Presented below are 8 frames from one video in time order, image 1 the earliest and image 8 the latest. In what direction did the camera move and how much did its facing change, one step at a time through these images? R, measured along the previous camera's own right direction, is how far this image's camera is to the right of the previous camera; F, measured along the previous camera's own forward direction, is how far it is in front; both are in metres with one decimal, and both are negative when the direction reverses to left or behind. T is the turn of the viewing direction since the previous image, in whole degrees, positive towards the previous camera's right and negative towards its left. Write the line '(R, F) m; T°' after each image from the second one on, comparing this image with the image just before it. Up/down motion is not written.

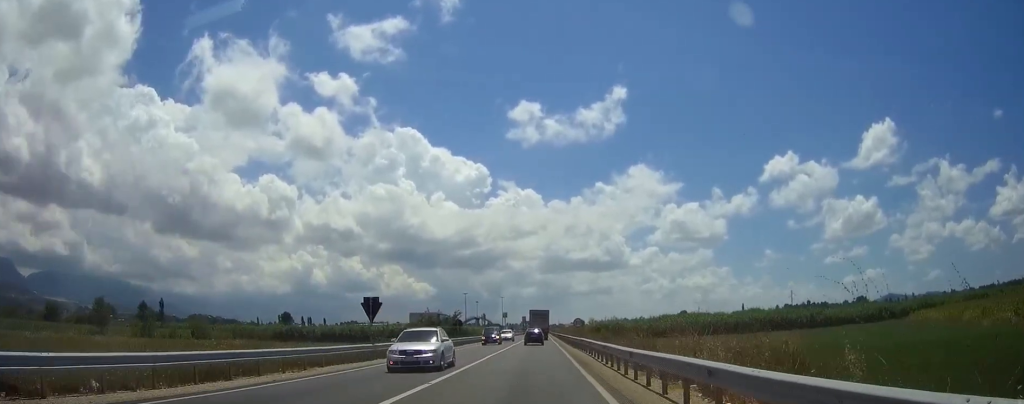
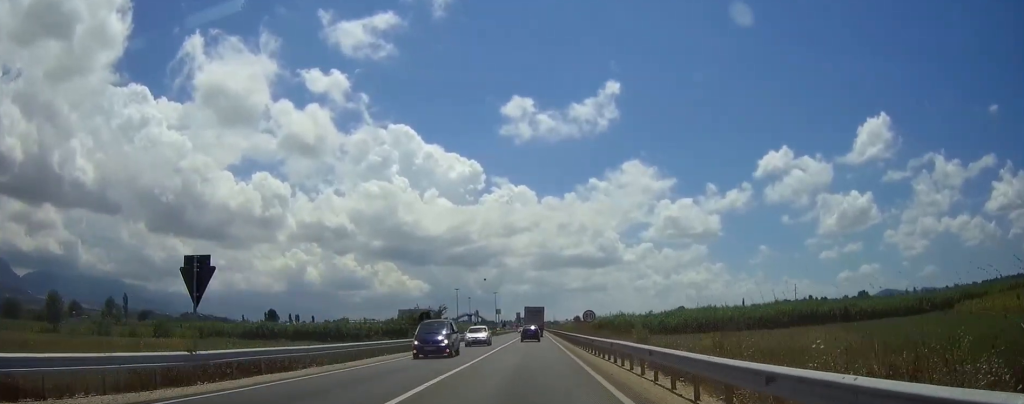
(+0.1, +18.0) m; 0°
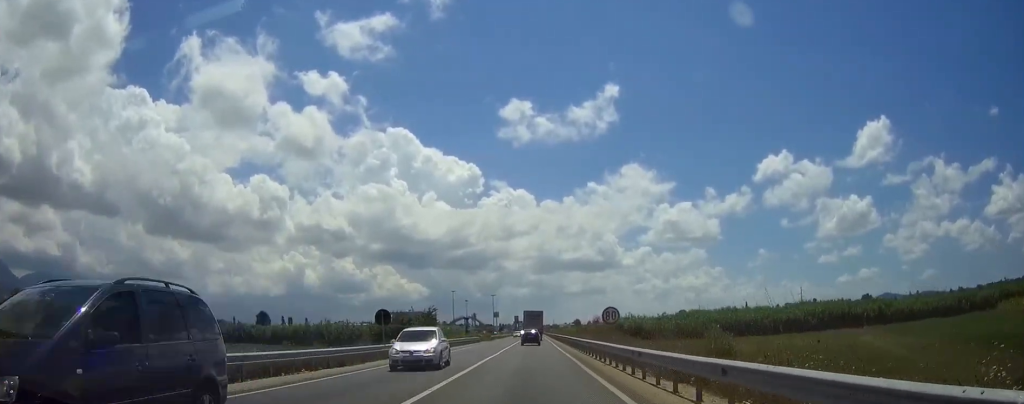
(0.0, +13.6) m; 0°
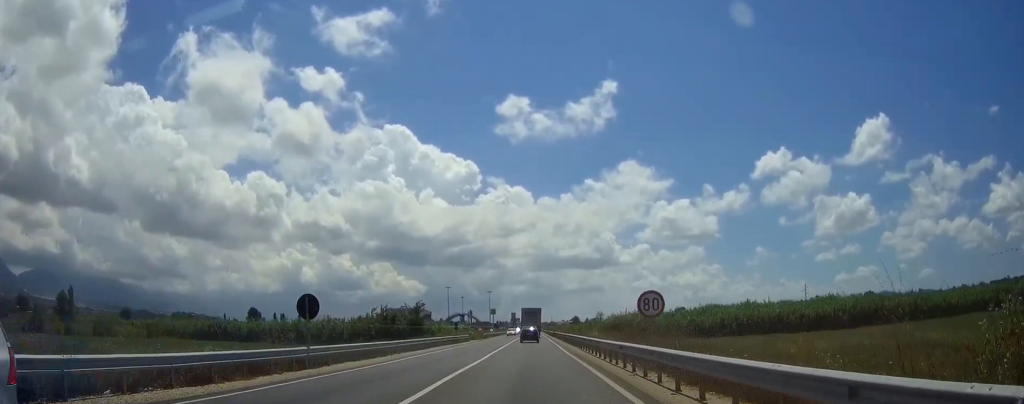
(0.0, +12.0) m; 0°
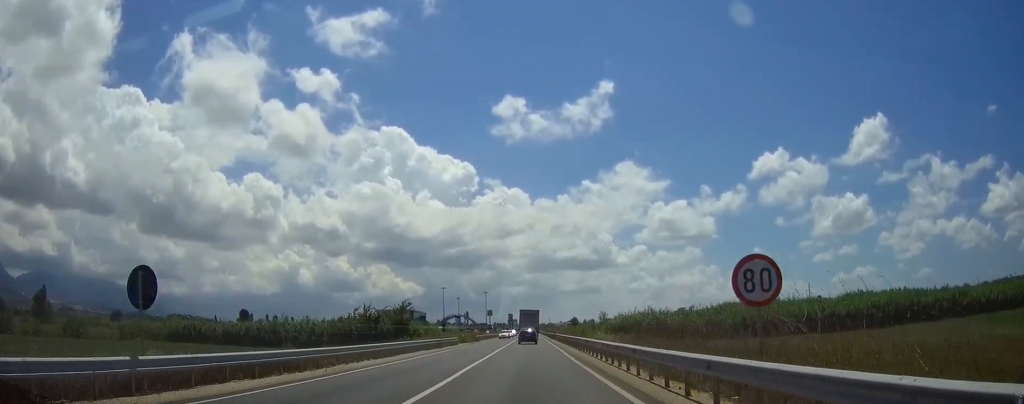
(0.0, +10.9) m; 0°
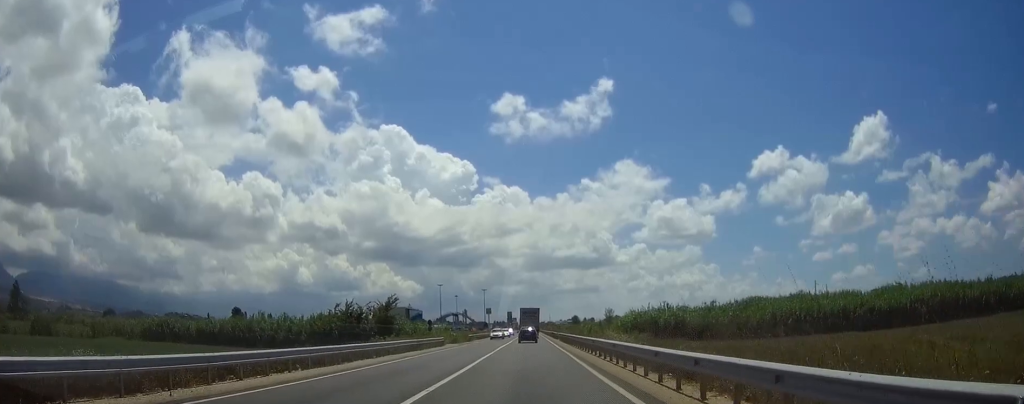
(+0.1, +11.0) m; 0°
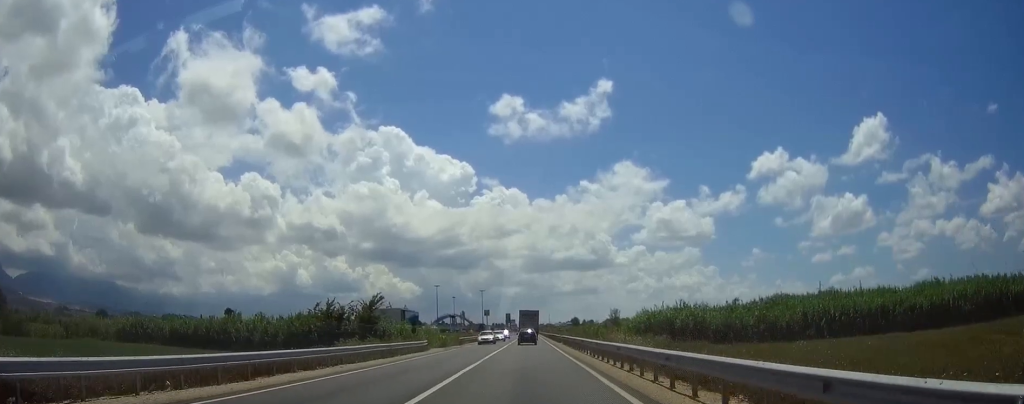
(0.0, +9.3) m; 0°
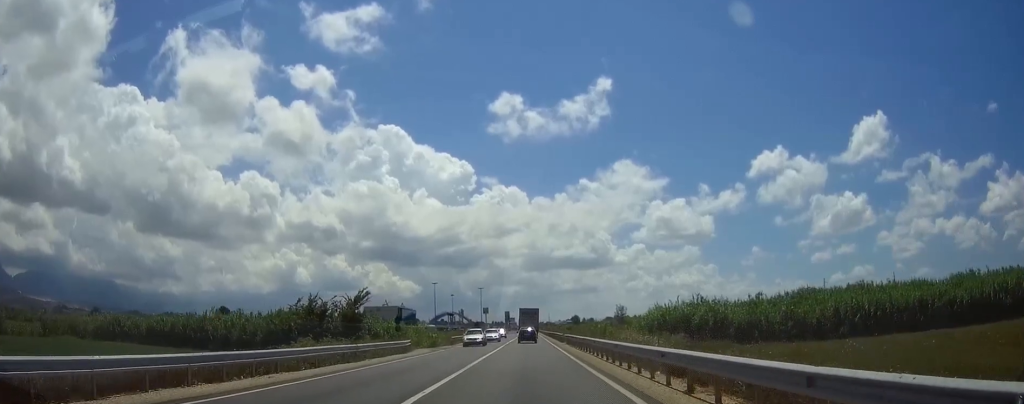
(0.0, +7.5) m; 0°
